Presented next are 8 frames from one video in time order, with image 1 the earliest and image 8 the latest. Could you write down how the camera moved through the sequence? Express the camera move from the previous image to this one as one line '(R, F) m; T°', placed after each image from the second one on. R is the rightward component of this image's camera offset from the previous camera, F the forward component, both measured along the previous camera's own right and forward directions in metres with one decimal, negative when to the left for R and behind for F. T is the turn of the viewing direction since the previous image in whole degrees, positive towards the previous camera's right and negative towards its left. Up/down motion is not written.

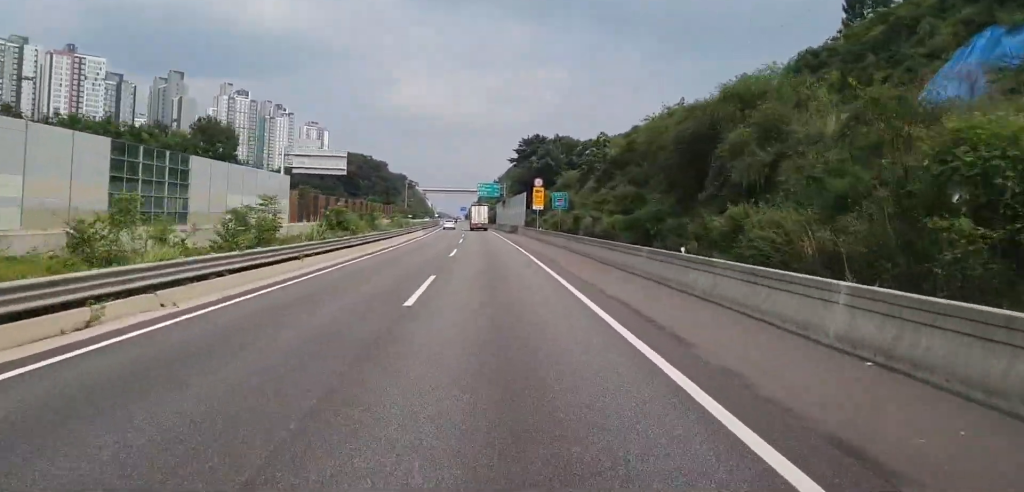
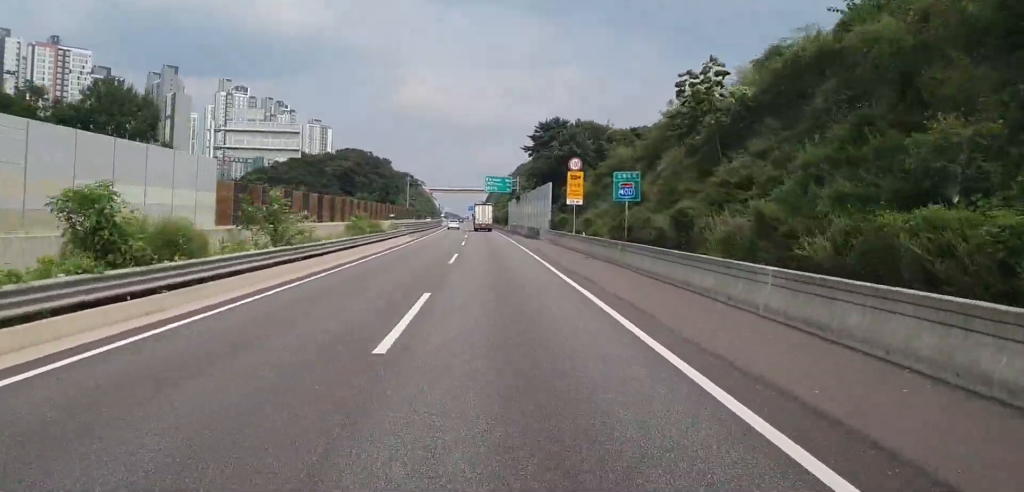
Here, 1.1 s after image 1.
(+0.3, +25.4) m; -1°
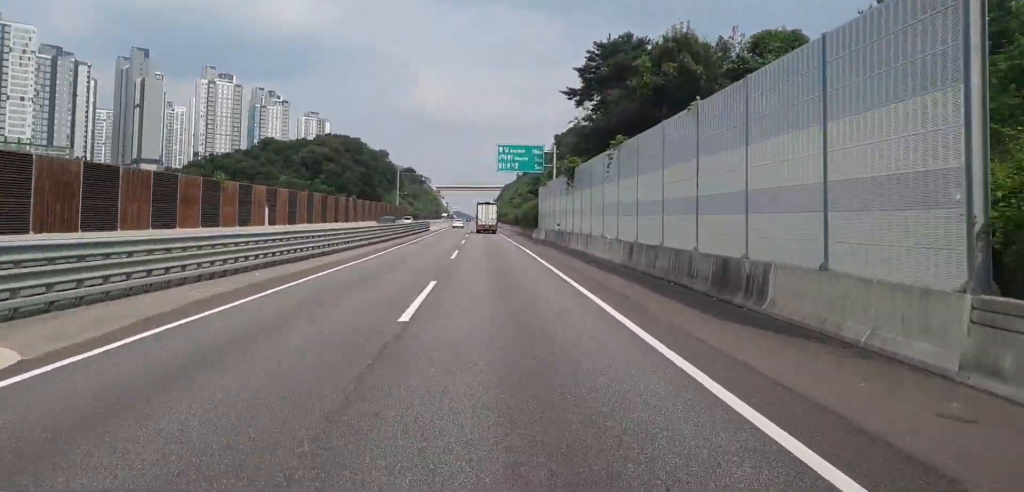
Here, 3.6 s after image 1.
(-0.4, +57.0) m; 0°
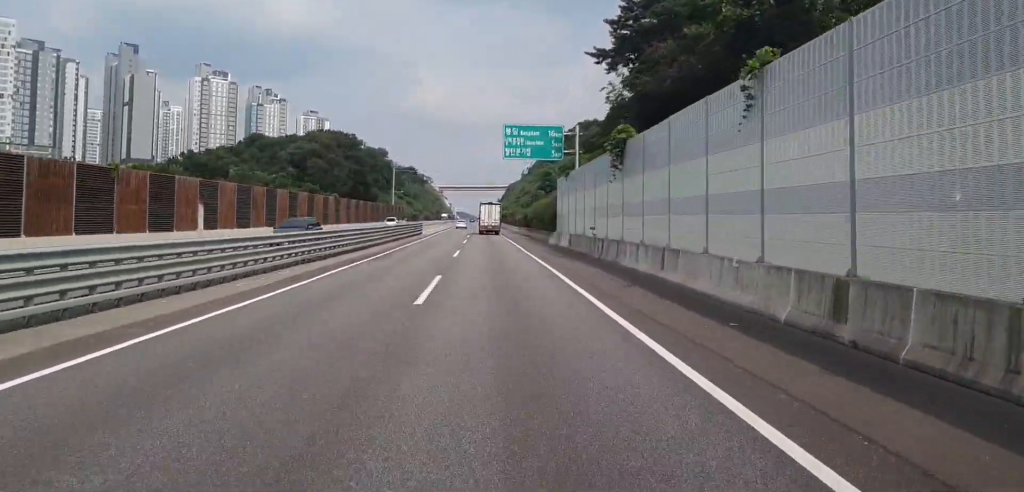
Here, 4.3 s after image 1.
(-0.1, +16.9) m; 0°
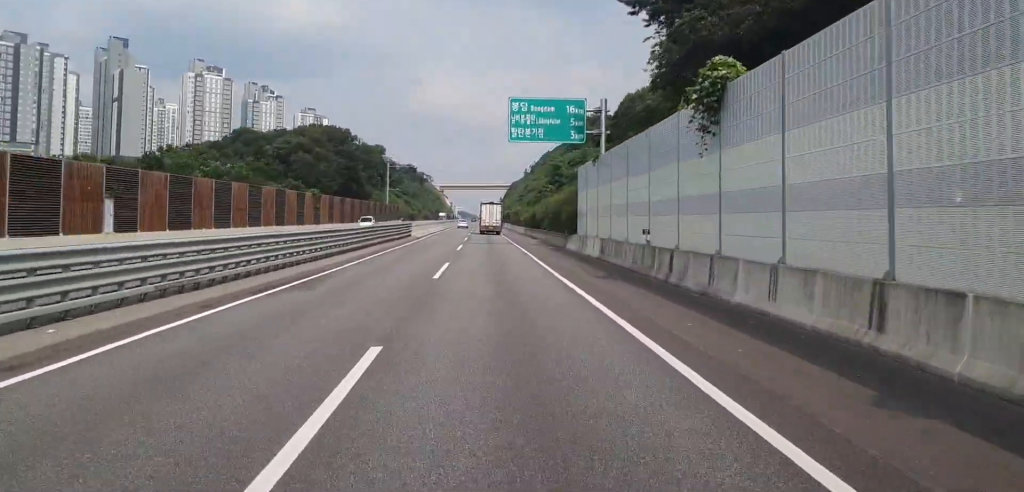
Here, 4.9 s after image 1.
(-0.2, +13.2) m; 0°
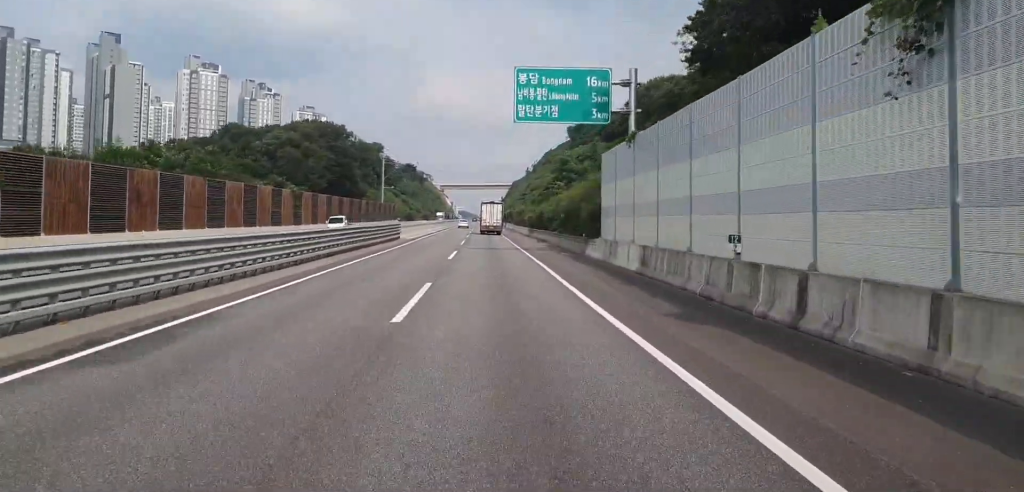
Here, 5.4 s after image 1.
(+0.2, +9.4) m; 0°
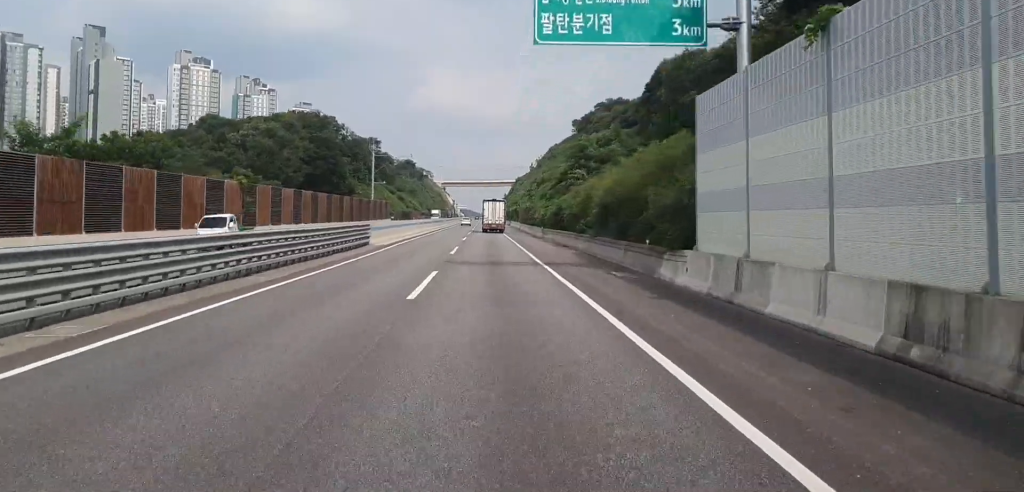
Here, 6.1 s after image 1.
(0.0, +16.6) m; -1°
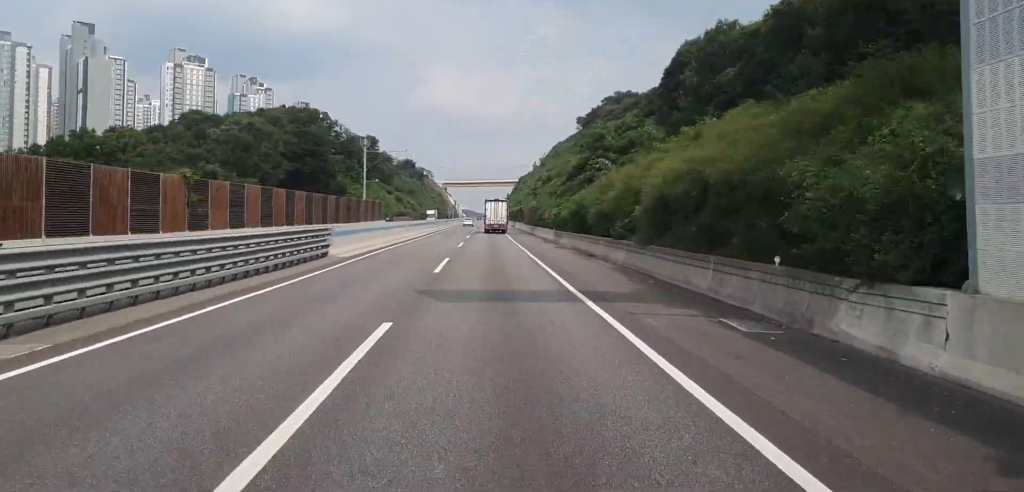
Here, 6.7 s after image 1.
(-0.2, +11.5) m; -1°
